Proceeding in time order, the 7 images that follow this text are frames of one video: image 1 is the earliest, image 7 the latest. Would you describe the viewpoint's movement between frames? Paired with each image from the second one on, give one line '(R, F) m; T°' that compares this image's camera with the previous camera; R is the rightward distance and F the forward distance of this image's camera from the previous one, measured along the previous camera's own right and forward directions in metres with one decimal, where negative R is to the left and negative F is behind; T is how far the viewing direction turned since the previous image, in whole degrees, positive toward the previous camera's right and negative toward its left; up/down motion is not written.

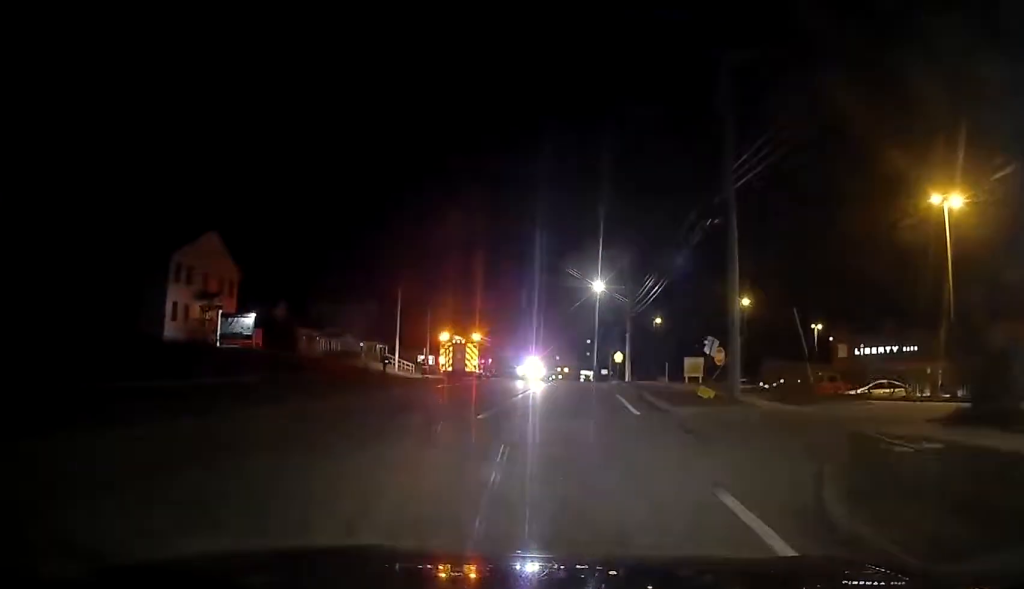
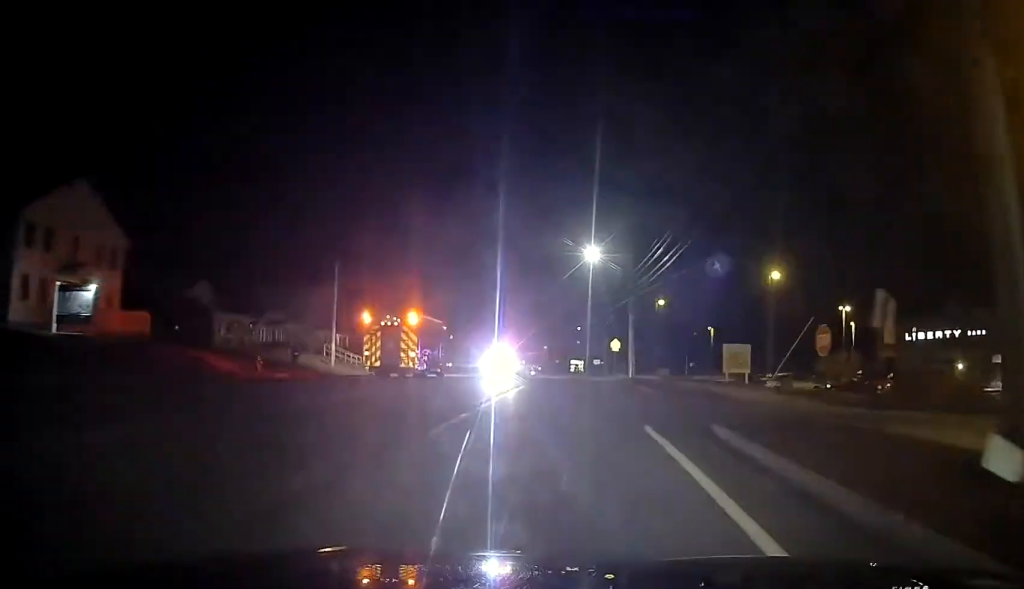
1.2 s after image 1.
(+0.3, +14.8) m; +1°
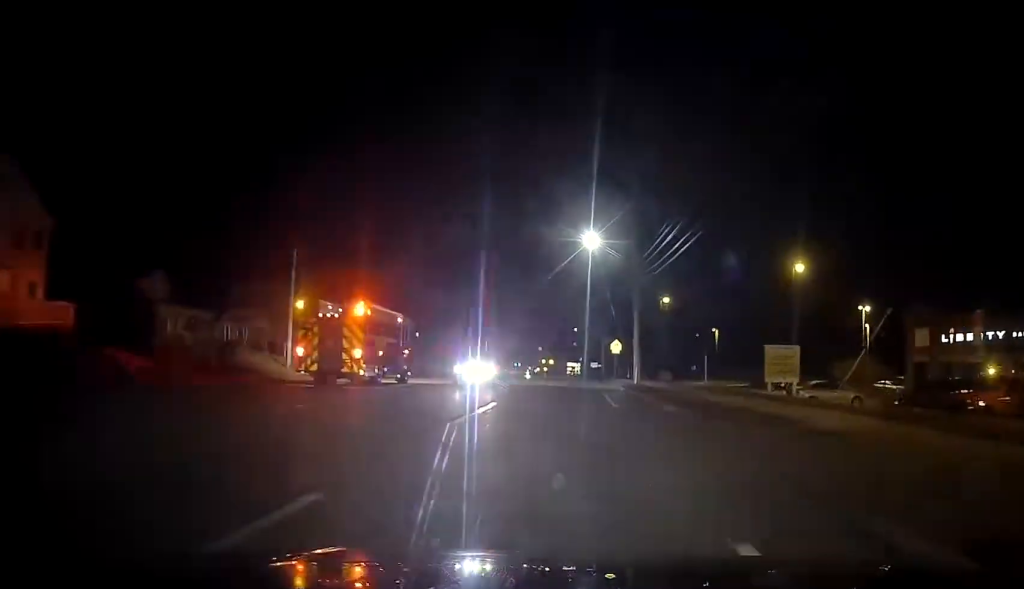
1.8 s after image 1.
(+0.1, +7.3) m; 0°
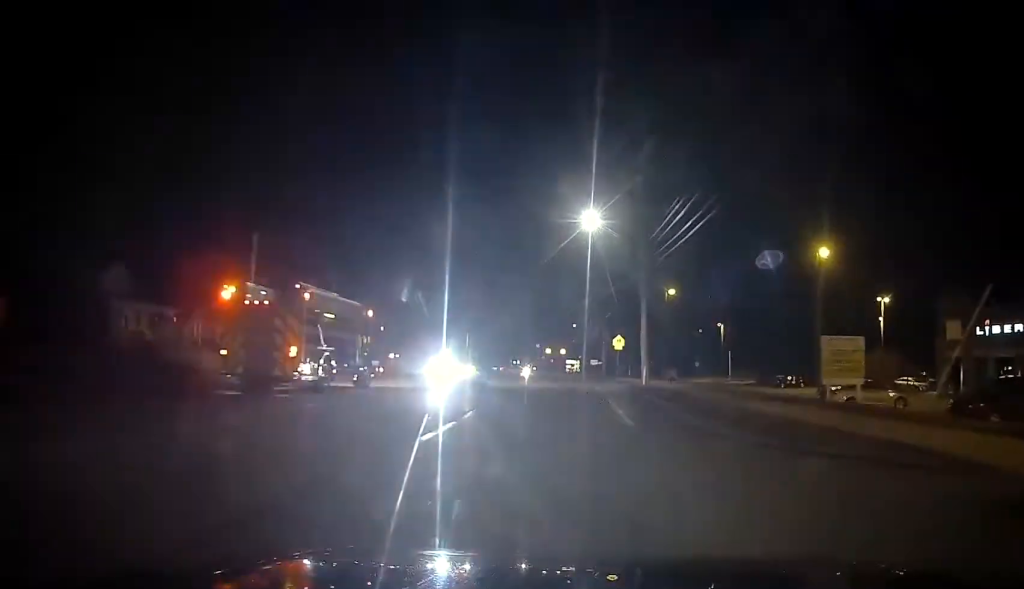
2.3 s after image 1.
(-0.2, +5.3) m; 0°
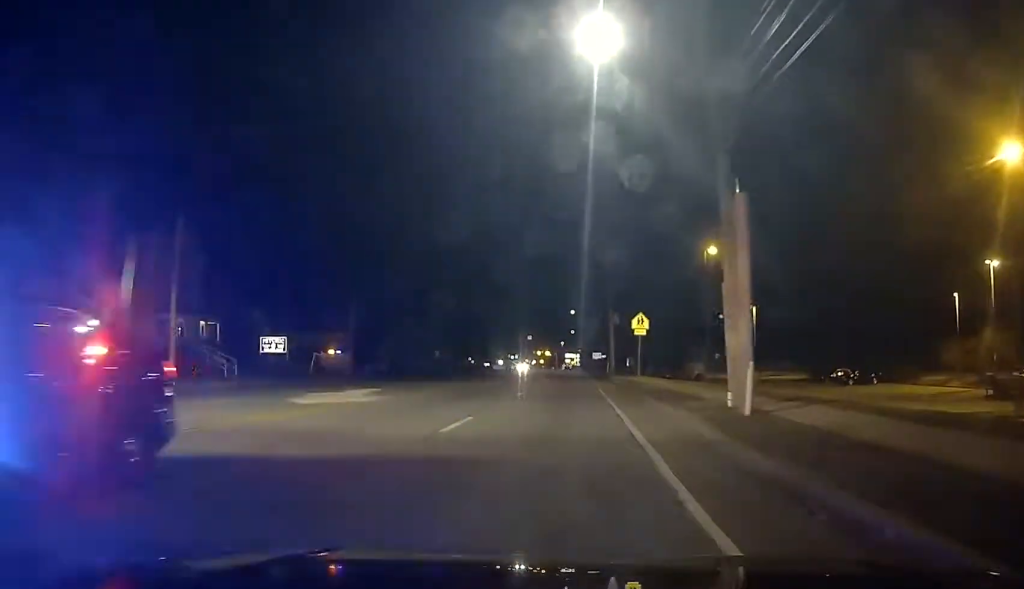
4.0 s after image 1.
(+0.3, +21.5) m; +2°
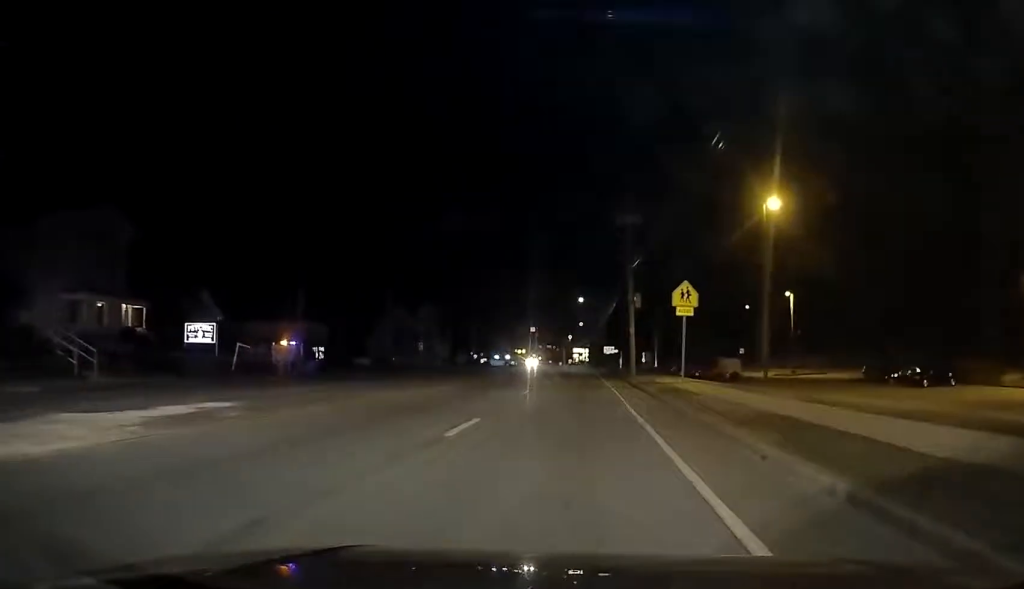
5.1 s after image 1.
(0.0, +13.1) m; -1°
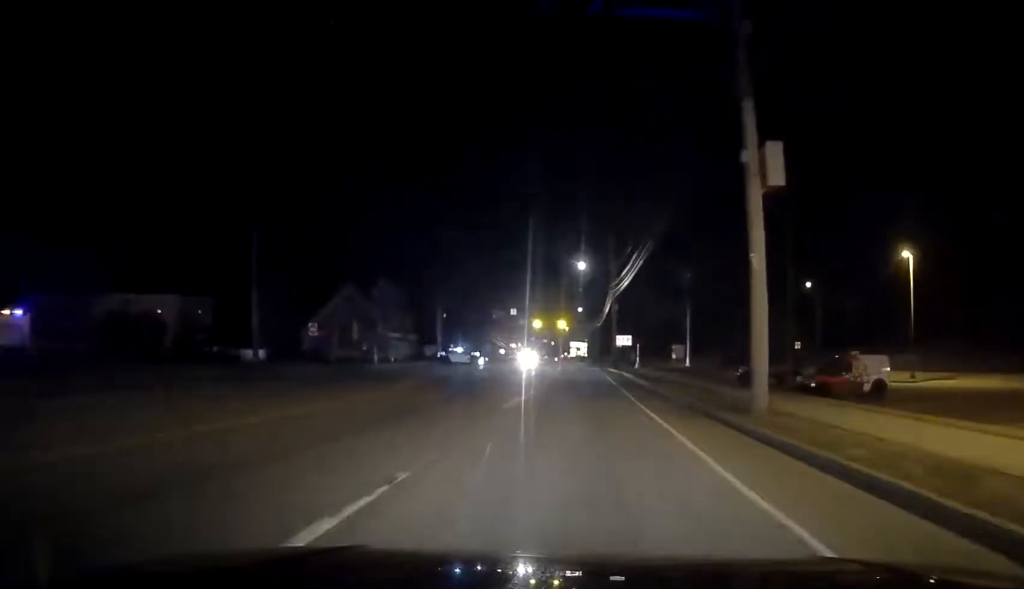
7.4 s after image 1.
(-0.9, +30.1) m; -2°
